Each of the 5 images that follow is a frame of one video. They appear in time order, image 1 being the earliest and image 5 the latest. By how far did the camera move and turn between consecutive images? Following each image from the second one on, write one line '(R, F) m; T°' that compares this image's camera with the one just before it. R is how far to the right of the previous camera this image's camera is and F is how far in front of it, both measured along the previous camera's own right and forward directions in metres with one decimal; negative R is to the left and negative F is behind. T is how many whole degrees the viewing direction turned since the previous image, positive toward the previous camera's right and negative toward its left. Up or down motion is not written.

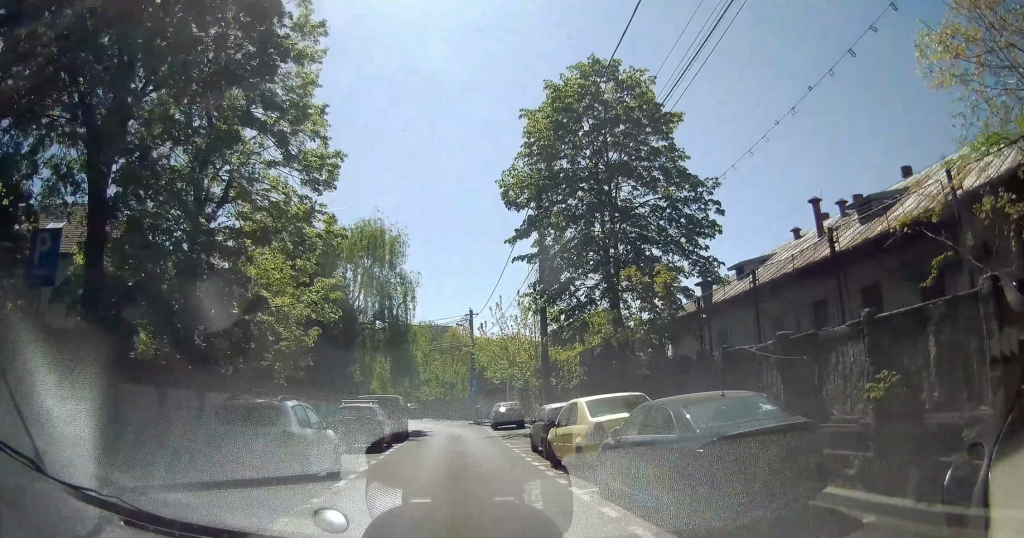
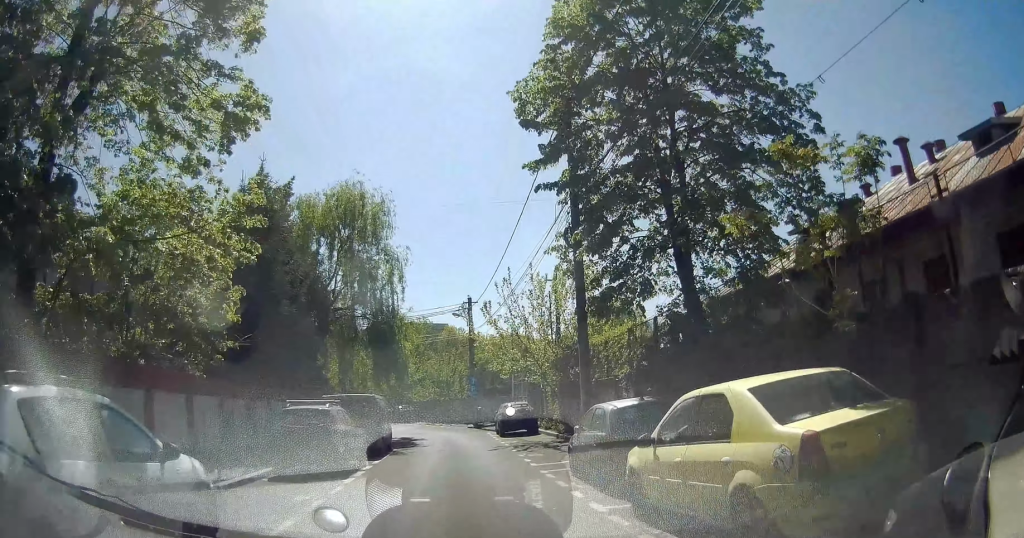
(+0.2, +6.3) m; +3°
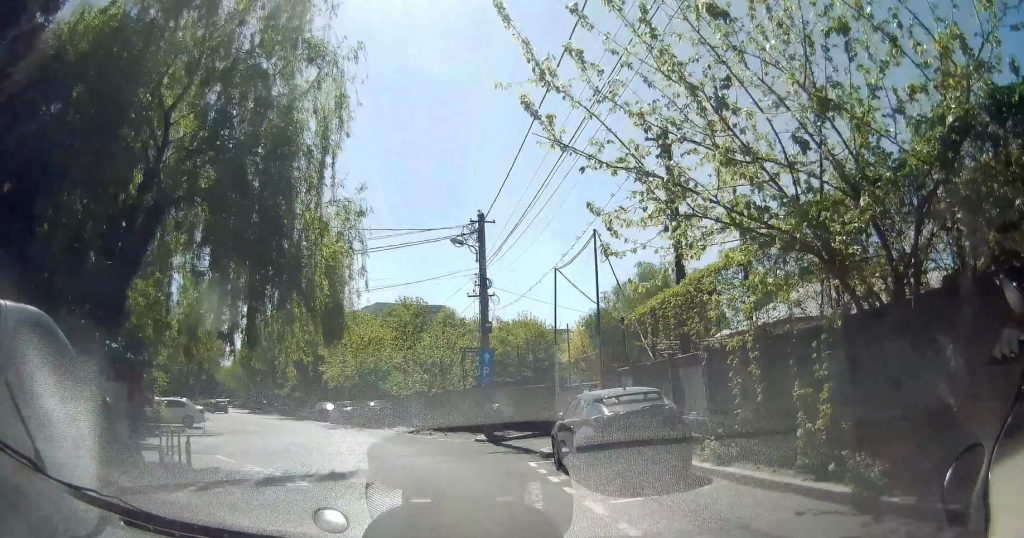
(-0.4, +18.5) m; -5°
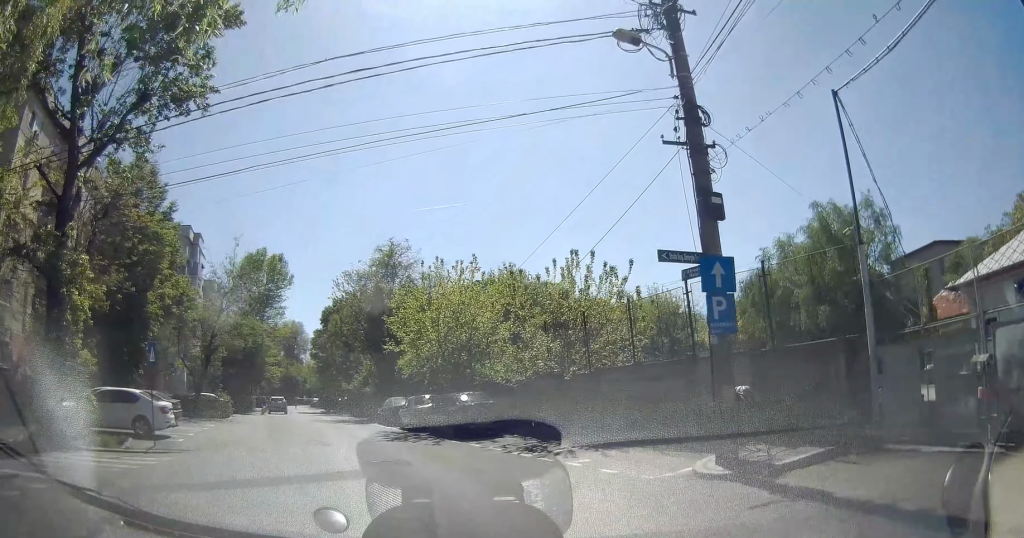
(-0.1, +14.4) m; -3°
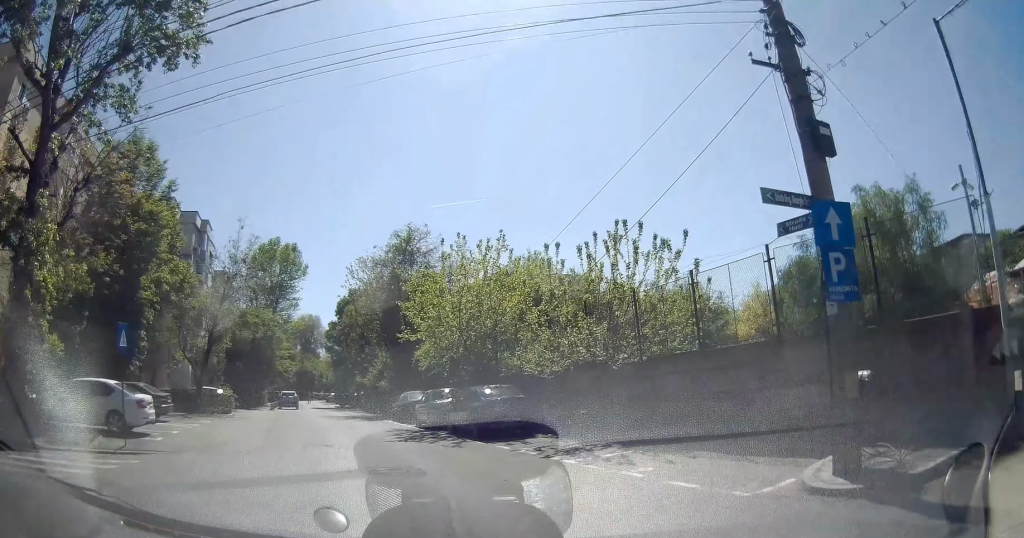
(0.0, +2.7) m; -3°
